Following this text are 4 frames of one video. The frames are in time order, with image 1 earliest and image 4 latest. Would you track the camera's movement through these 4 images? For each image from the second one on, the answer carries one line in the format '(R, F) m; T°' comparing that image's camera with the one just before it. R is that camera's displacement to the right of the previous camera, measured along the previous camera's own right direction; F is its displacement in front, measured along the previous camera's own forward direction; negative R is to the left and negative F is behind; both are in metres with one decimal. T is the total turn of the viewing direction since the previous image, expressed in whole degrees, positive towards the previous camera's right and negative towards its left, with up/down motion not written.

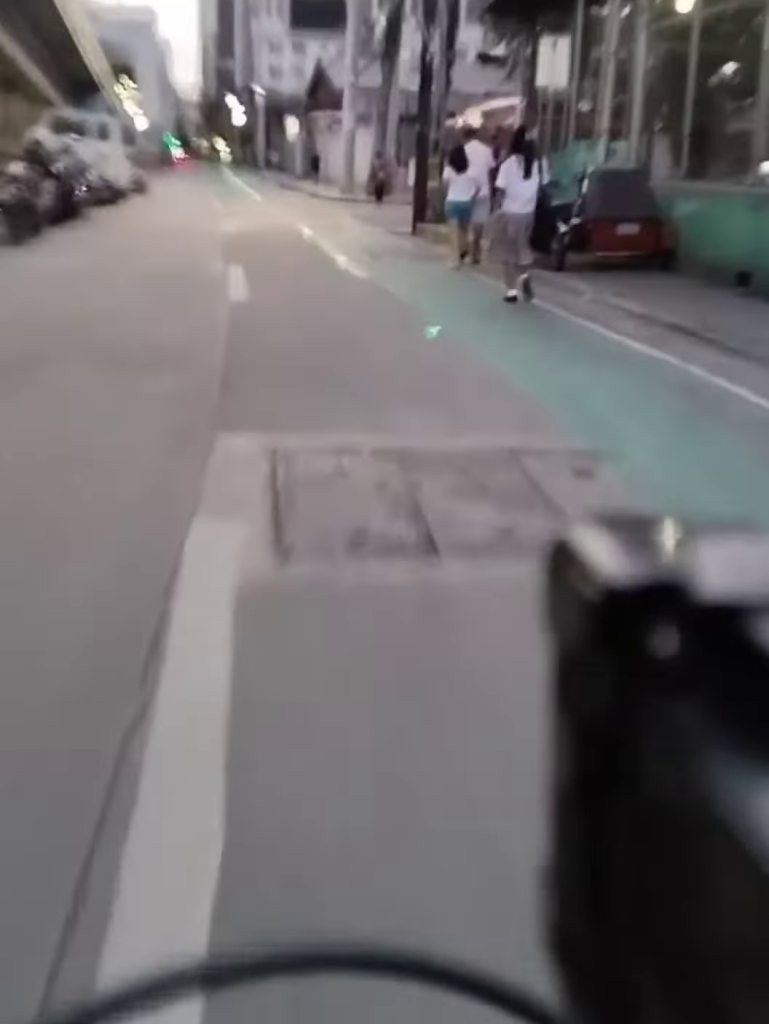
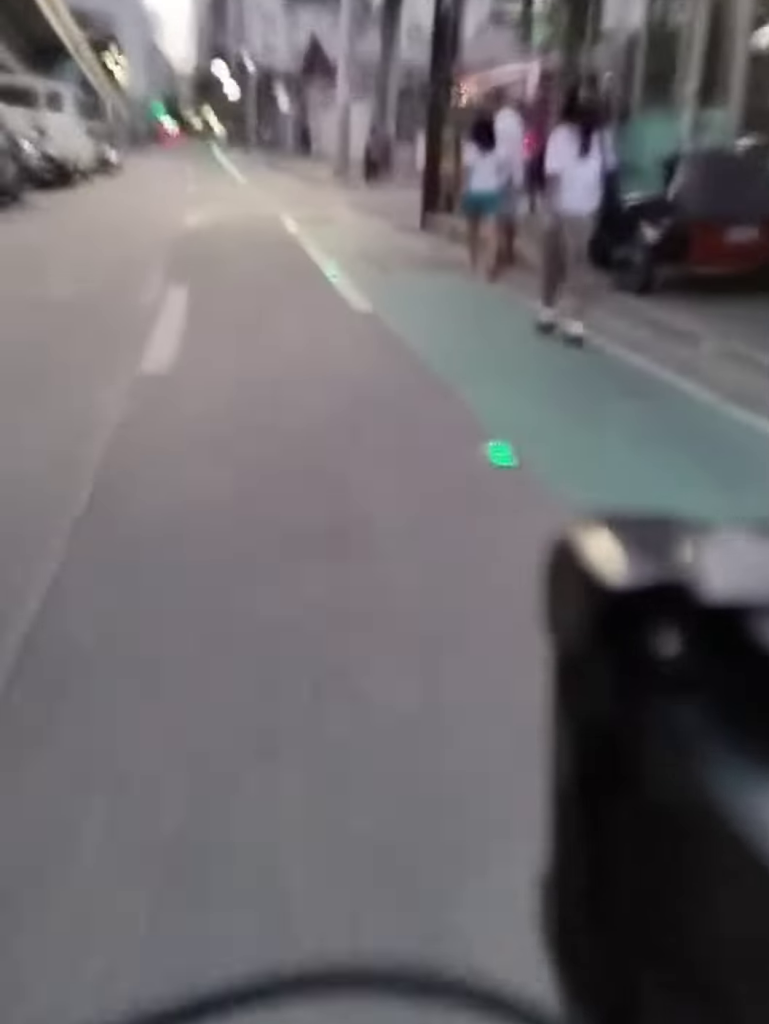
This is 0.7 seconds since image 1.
(-0.1, +3.9) m; -3°
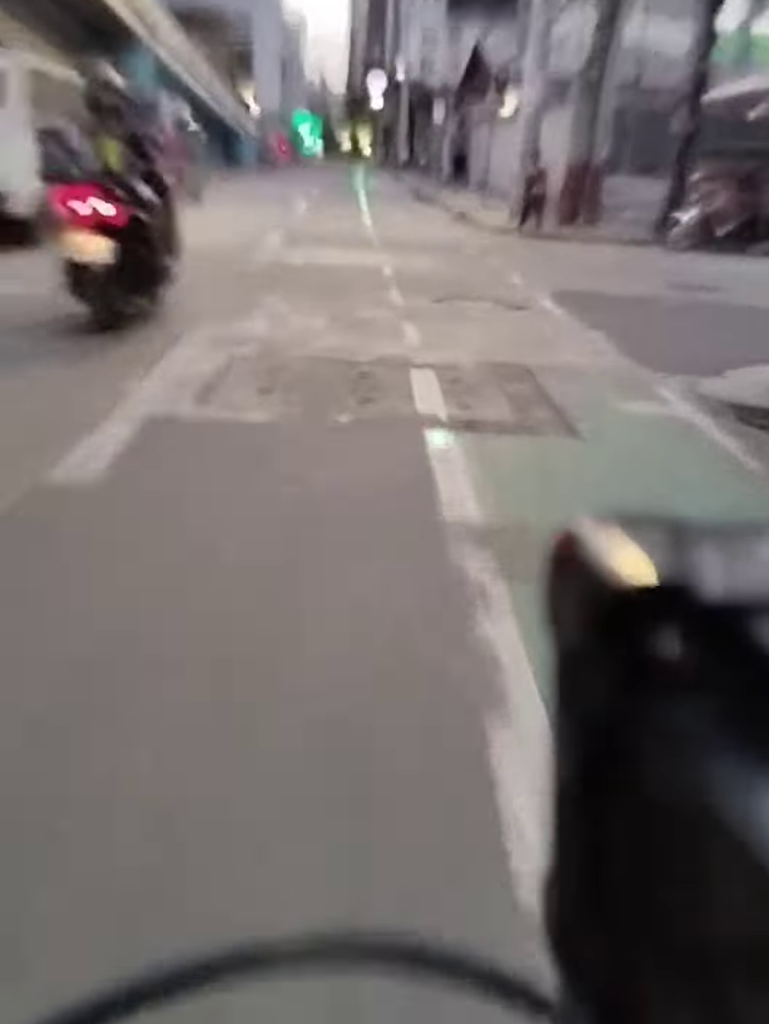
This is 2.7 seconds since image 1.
(-0.3, +10.9) m; 0°
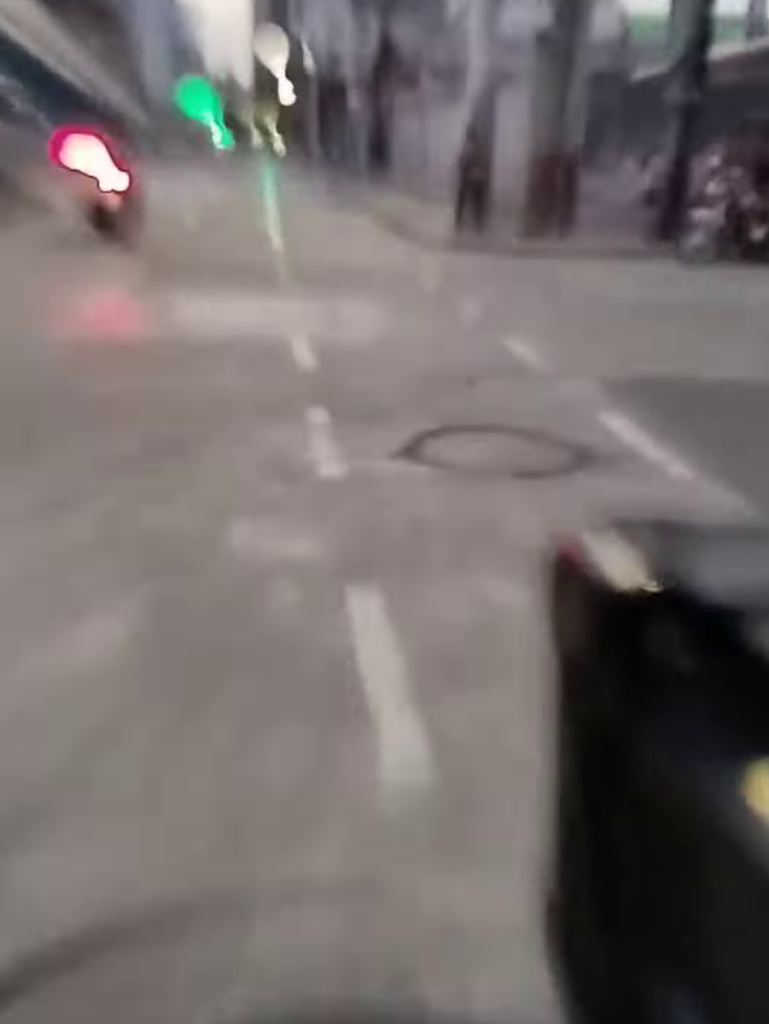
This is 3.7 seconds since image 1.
(+0.2, +5.2) m; +2°
